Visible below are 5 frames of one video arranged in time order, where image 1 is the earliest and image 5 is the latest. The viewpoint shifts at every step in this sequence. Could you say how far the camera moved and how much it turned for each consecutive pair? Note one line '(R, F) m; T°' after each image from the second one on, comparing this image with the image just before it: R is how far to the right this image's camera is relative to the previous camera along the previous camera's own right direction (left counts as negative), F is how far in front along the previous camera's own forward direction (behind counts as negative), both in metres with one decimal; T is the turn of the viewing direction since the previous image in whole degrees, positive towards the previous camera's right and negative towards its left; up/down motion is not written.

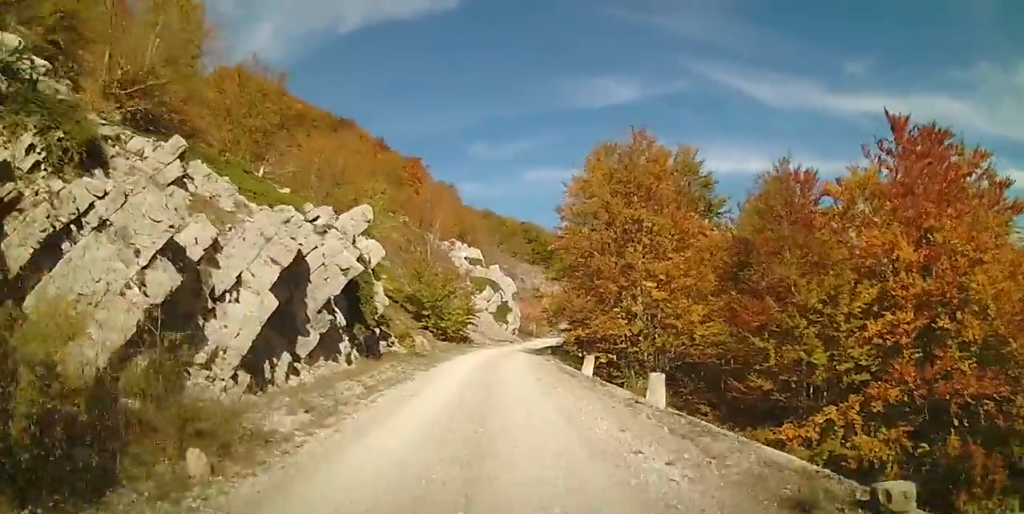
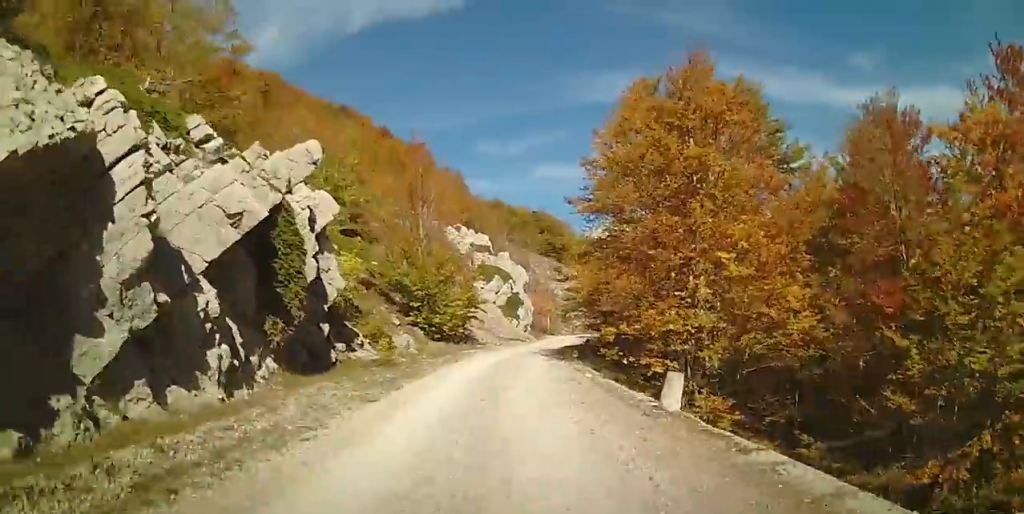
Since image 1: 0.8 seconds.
(-0.2, +7.3) m; -1°
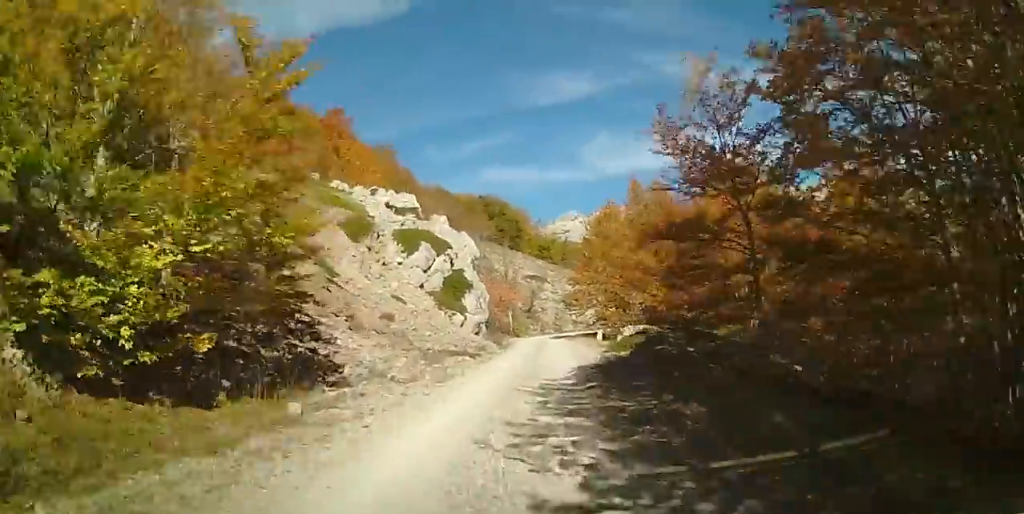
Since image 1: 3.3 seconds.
(+0.9, +21.6) m; +7°
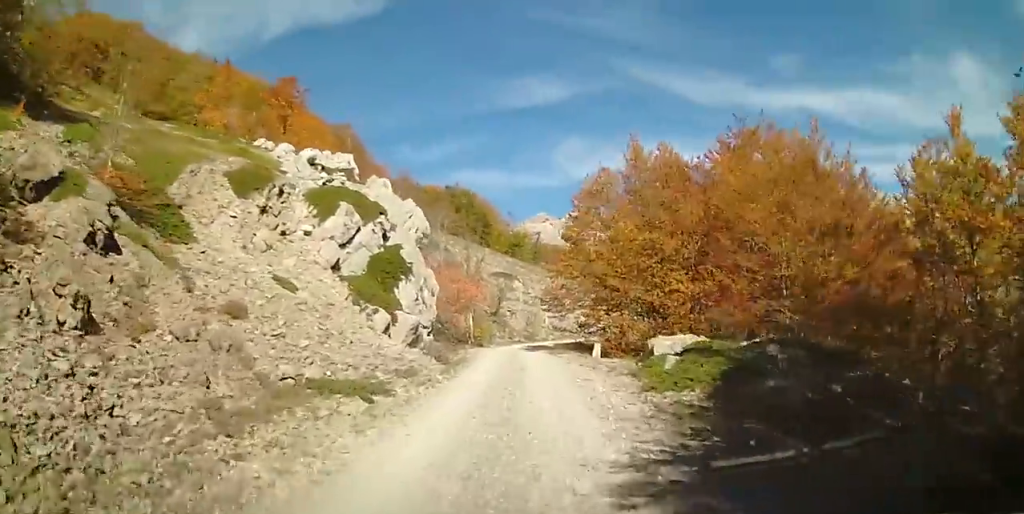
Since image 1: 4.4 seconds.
(+0.6, +9.9) m; +5°
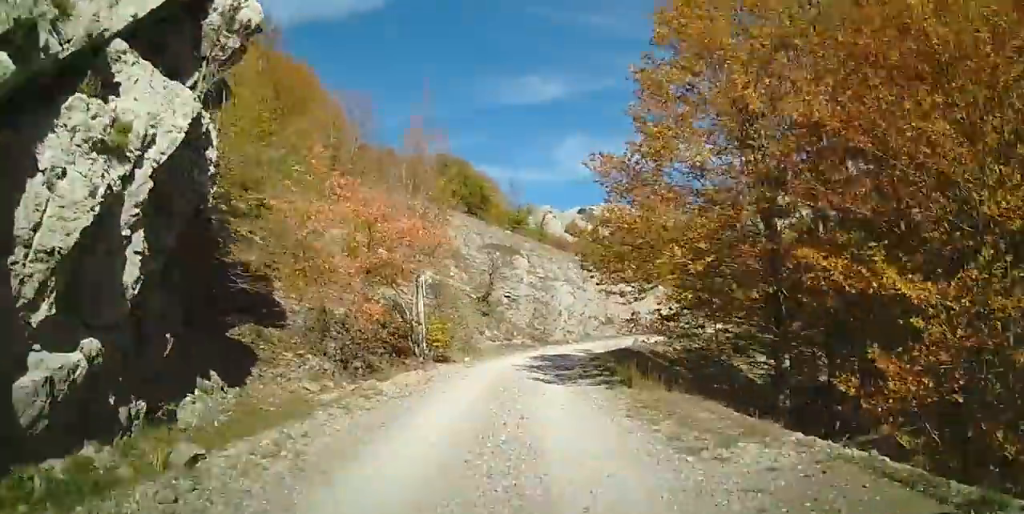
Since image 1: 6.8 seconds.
(-0.6, +20.0) m; -2°
